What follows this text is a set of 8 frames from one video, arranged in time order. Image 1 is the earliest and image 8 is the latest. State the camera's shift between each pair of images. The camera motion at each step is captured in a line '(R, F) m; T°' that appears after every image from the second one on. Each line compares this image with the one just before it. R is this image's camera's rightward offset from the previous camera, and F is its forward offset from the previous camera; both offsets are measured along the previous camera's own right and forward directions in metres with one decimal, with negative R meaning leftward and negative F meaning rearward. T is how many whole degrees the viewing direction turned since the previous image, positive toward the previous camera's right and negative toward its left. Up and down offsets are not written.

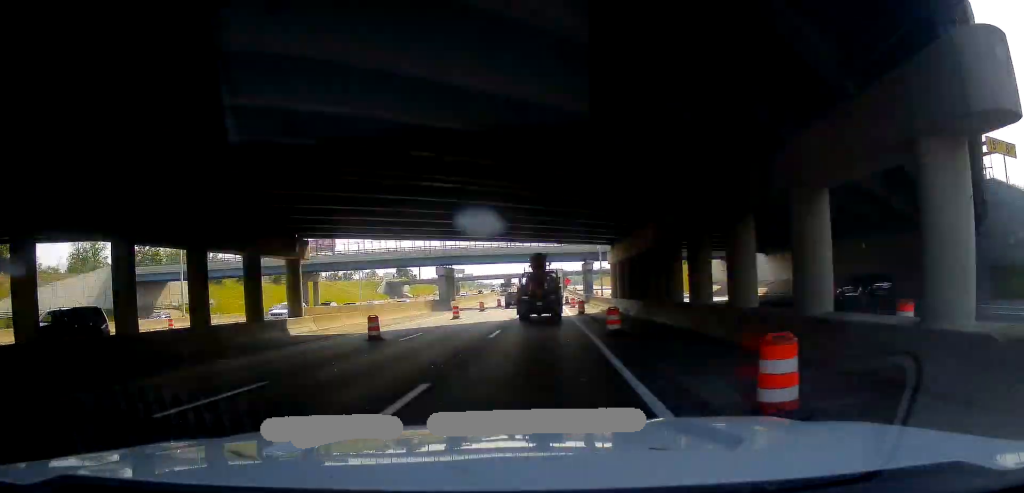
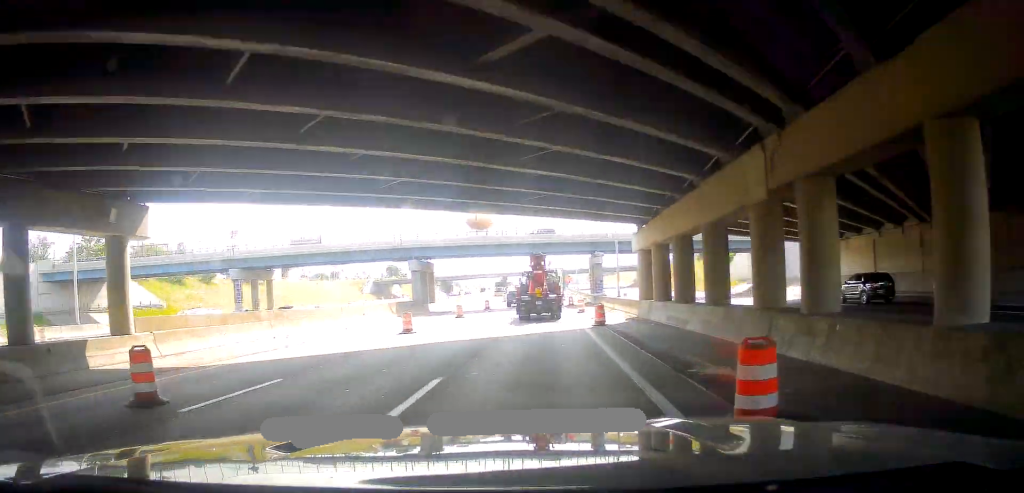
(+0.1, +14.8) m; 0°
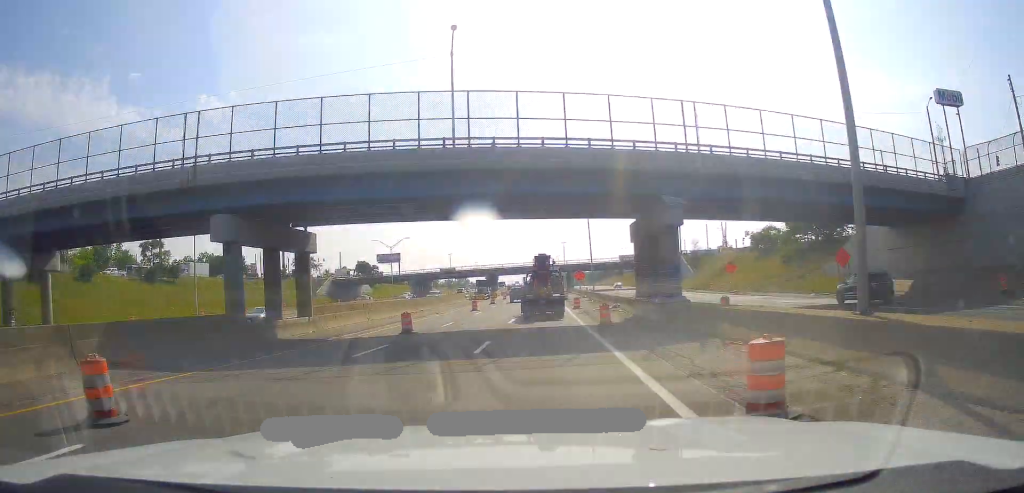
(0.0, +37.0) m; 0°
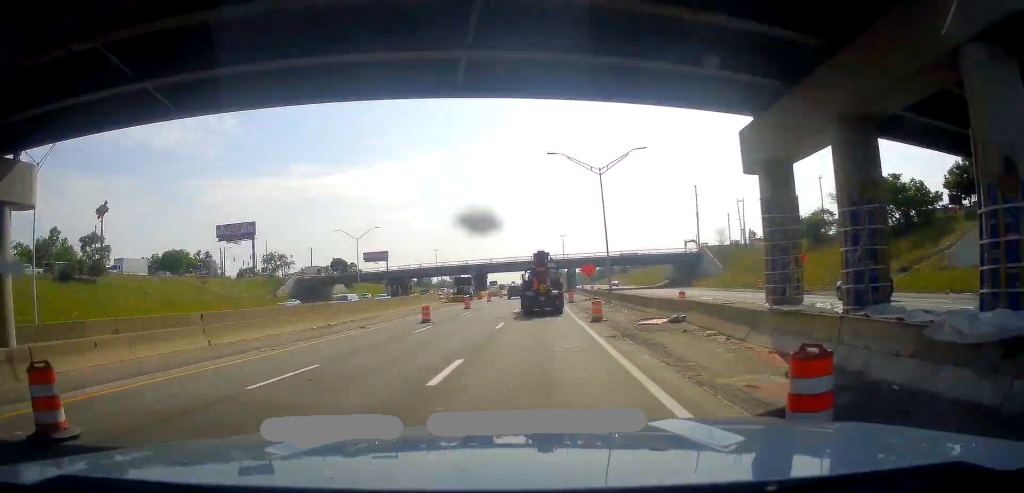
(+0.1, +21.2) m; 0°
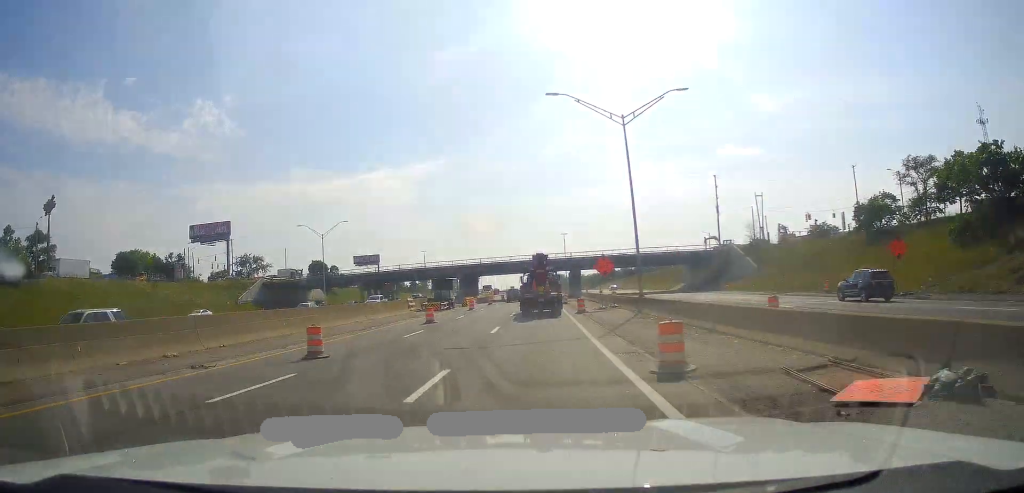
(-0.1, +16.5) m; 0°
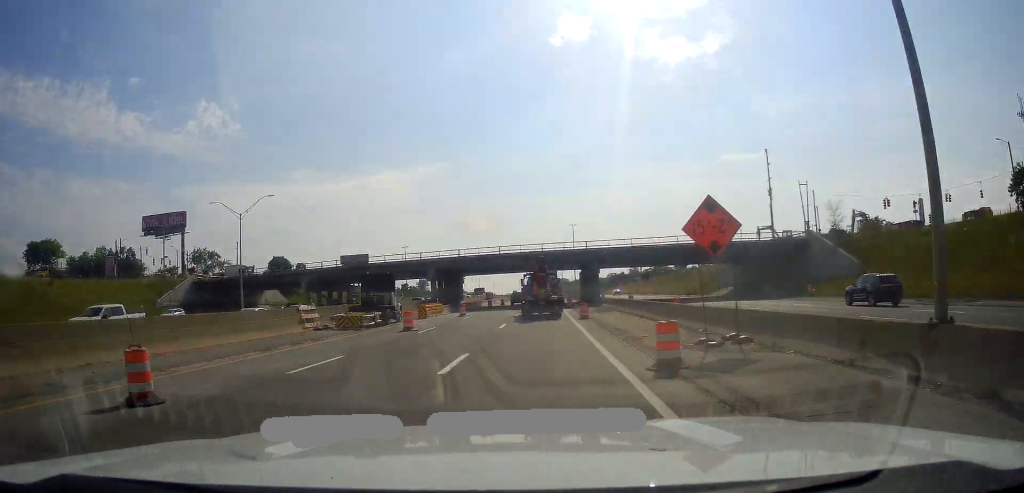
(-0.1, +26.6) m; 0°
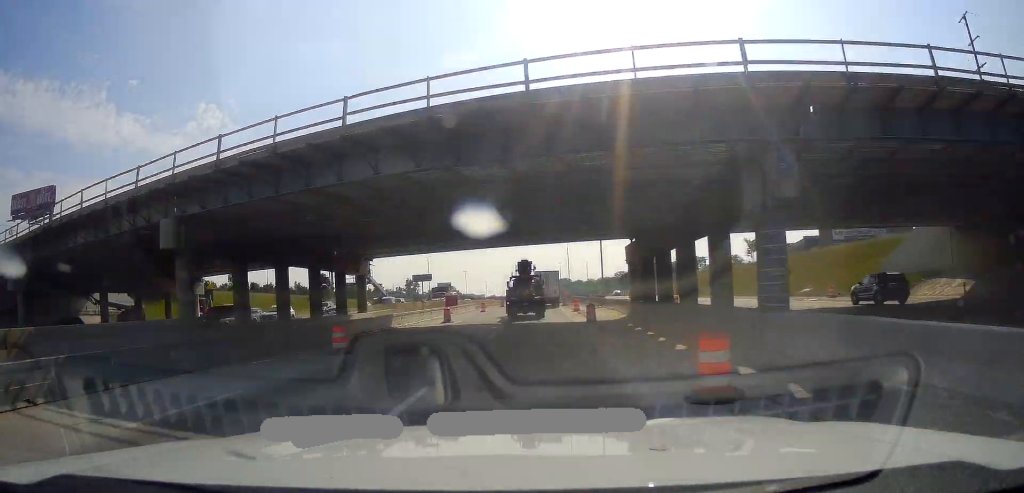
(+0.5, +51.0) m; +1°
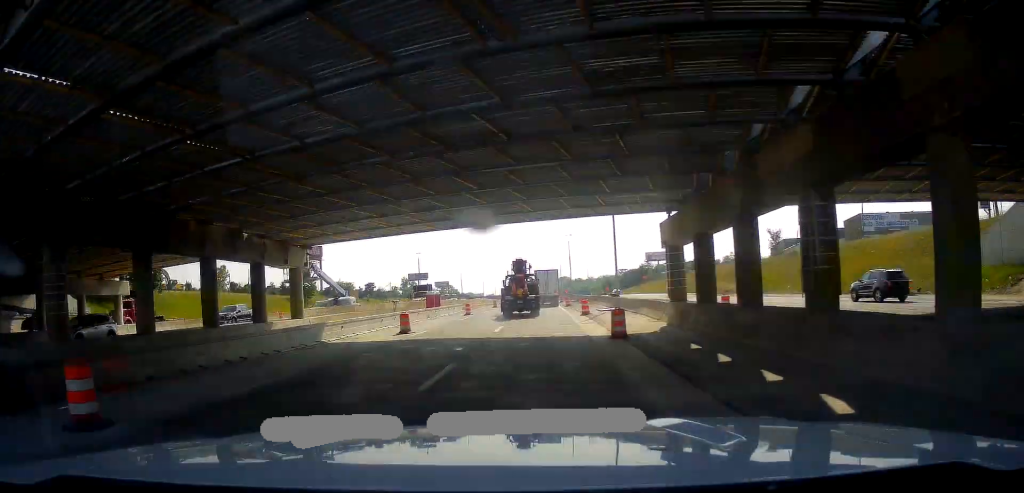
(+0.3, +11.8) m; 0°
